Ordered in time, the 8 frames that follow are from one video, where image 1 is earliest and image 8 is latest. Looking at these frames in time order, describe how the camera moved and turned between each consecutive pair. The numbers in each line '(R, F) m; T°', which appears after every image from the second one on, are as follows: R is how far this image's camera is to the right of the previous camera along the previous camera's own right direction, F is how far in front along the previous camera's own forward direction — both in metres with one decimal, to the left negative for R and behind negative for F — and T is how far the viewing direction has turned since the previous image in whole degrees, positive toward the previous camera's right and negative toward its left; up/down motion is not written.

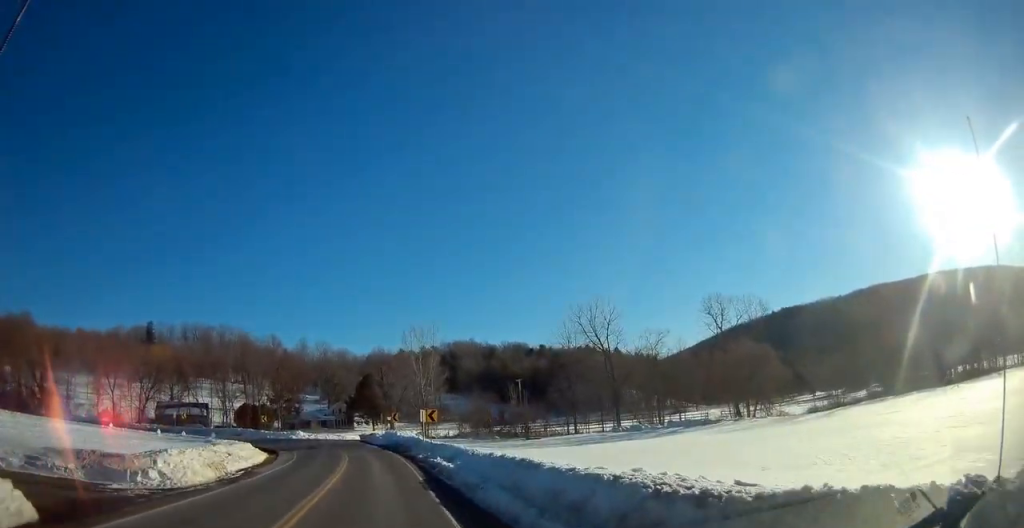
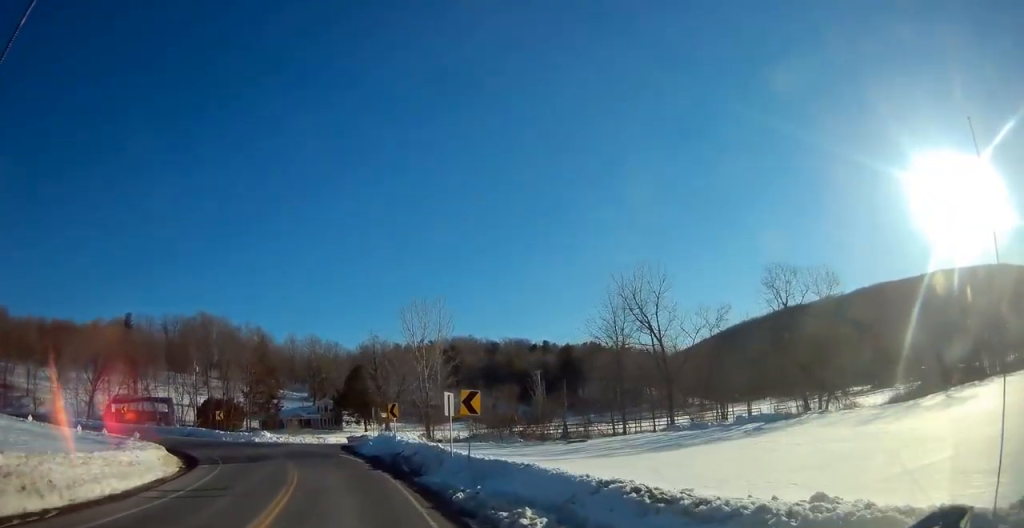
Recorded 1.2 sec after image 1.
(+0.2, +18.7) m; -1°
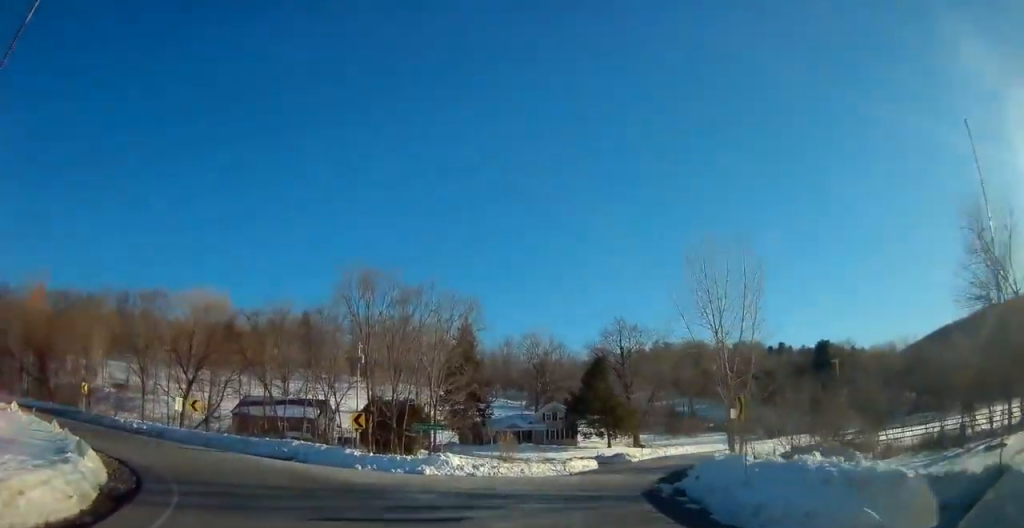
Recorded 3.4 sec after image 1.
(-2.5, +27.9) m; -18°
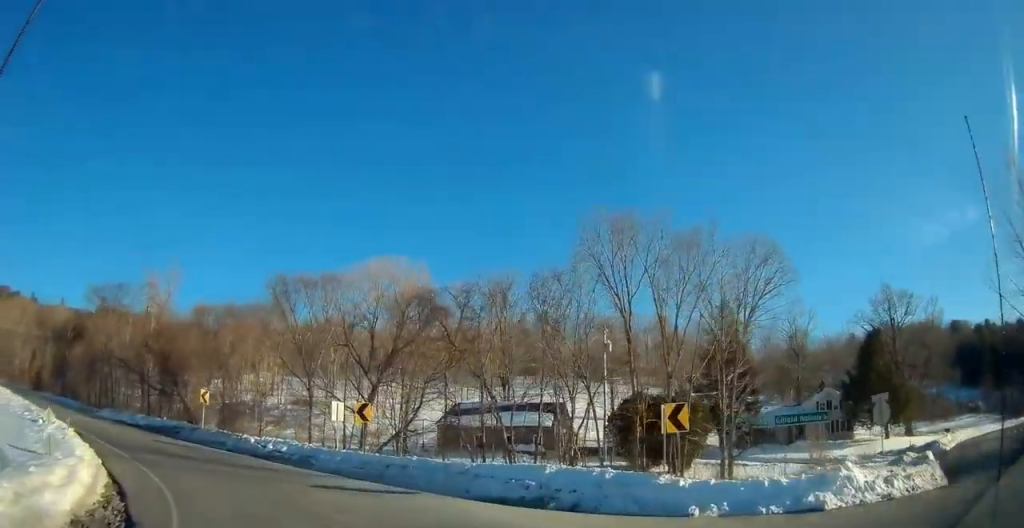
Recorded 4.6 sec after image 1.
(-2.0, +14.0) m; -25°
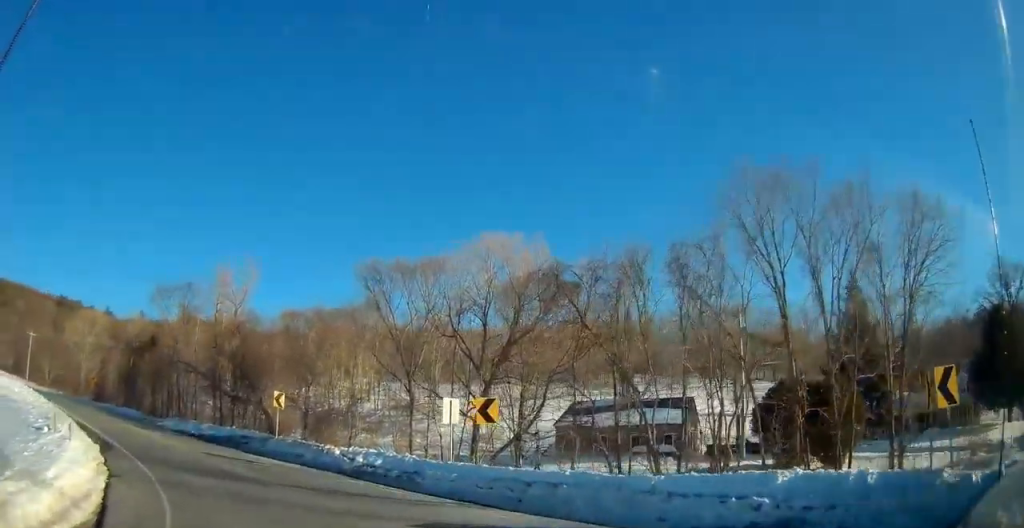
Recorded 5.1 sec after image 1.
(-1.2, +5.7) m; -9°
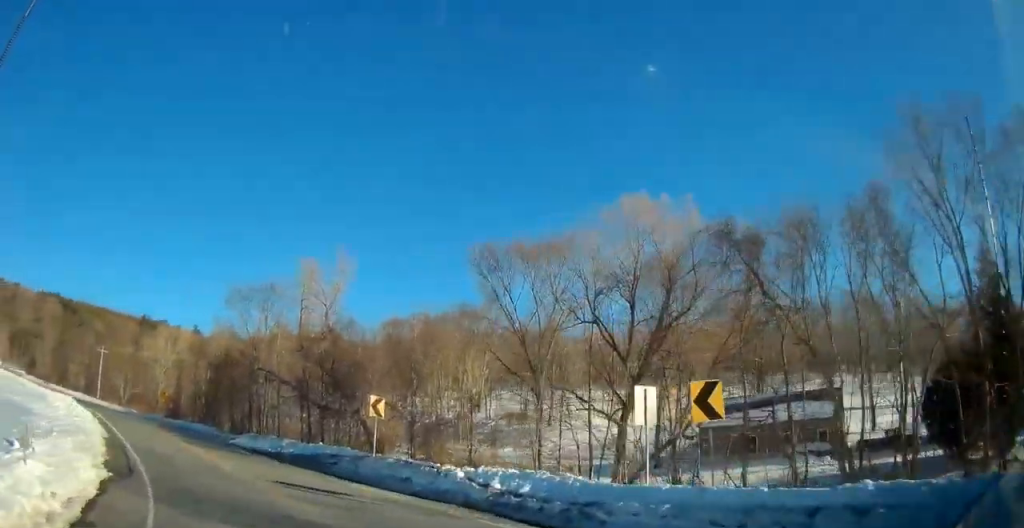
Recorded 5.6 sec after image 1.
(-1.0, +6.3) m; -9°
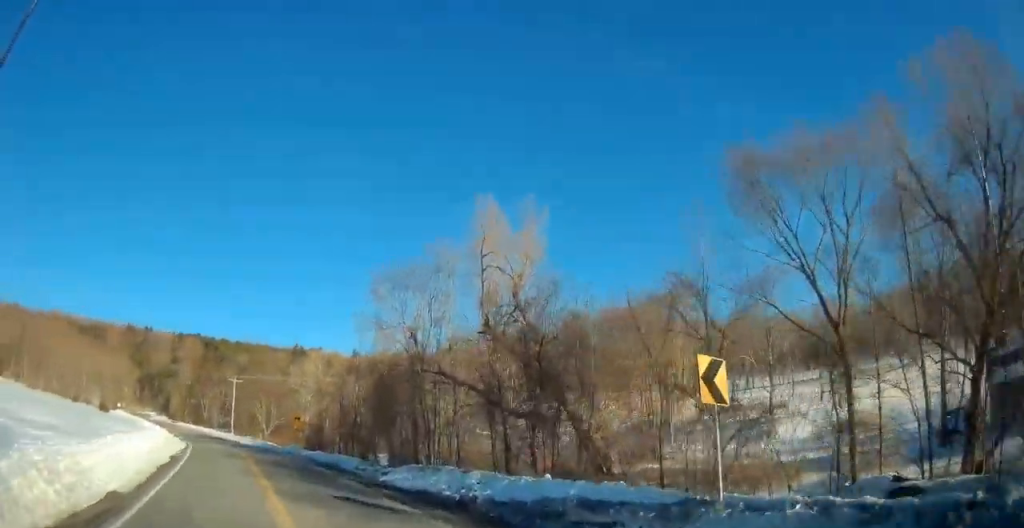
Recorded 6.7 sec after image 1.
(-0.4, +12.6) m; -14°
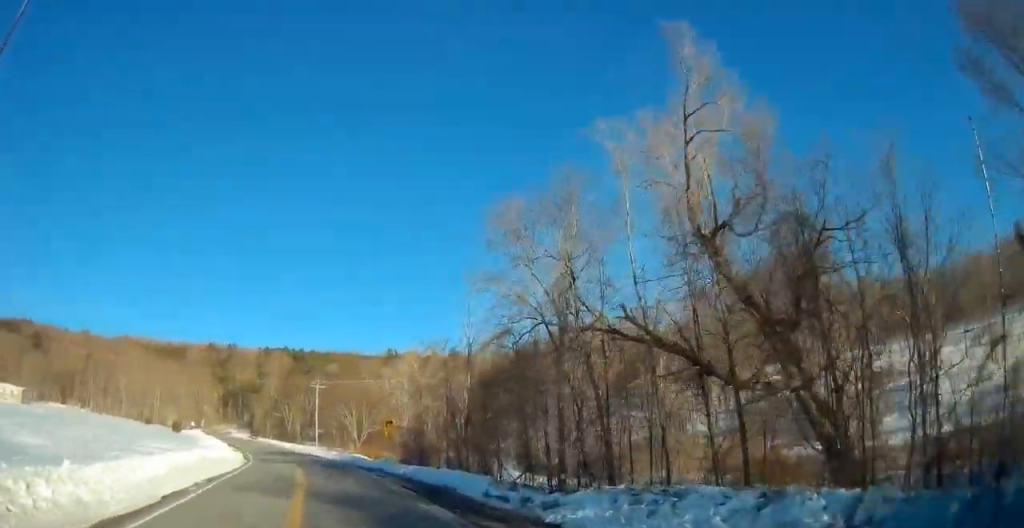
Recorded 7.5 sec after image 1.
(-2.3, +10.8) m; -11°
